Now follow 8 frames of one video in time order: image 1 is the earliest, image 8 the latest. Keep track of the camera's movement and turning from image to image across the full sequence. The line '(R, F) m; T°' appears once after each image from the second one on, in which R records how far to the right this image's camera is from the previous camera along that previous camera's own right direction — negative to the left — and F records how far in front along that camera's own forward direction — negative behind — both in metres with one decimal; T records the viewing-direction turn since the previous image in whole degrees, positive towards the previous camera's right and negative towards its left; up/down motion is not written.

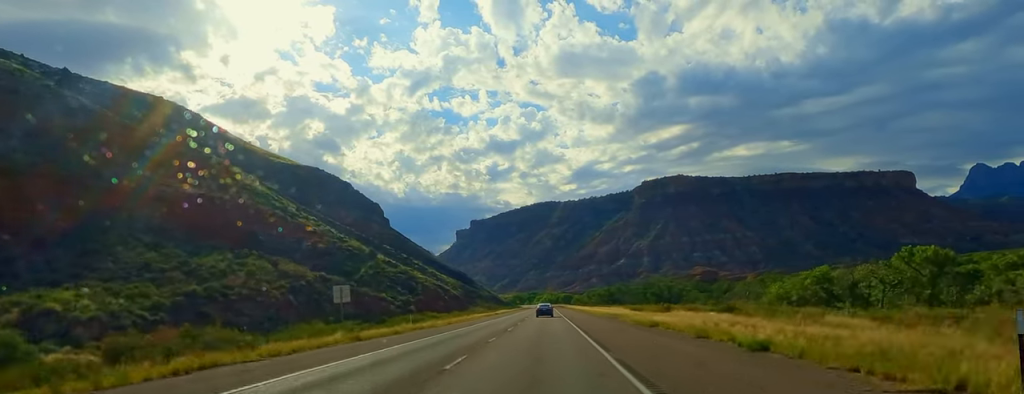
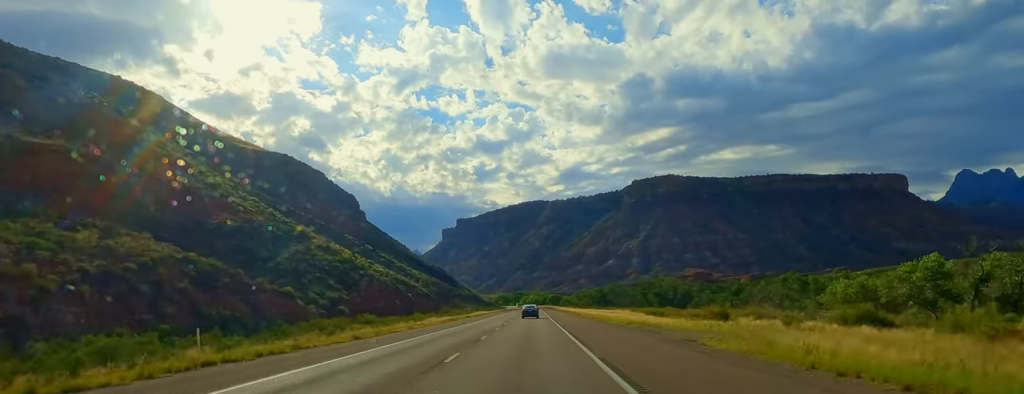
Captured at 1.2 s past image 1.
(-0.7, +34.6) m; 0°
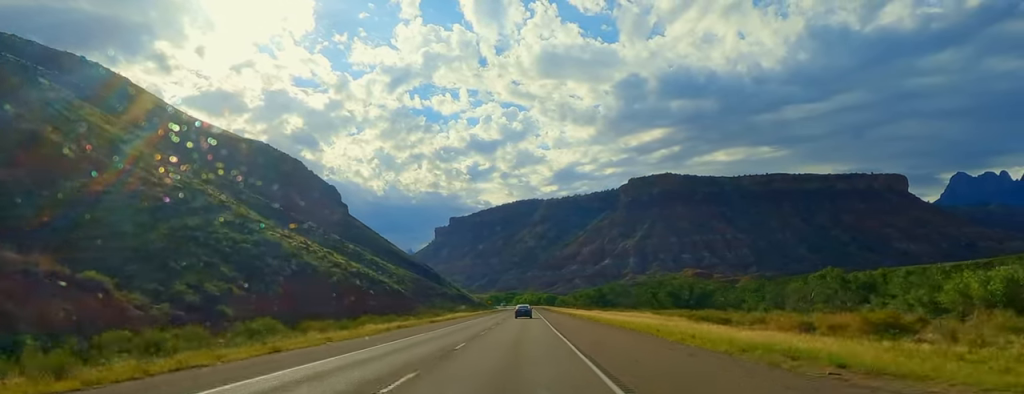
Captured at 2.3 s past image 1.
(+0.1, +30.9) m; 0°
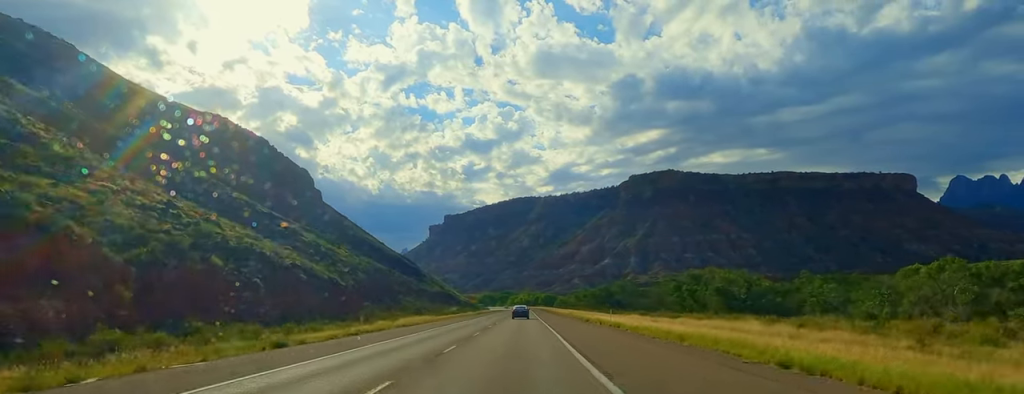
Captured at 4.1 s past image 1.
(+0.3, +50.8) m; 0°
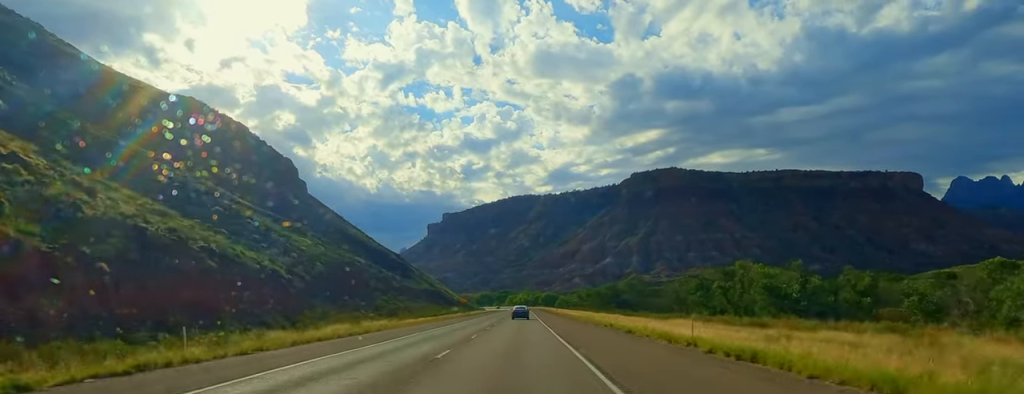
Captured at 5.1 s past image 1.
(-0.1, +26.5) m; 0°
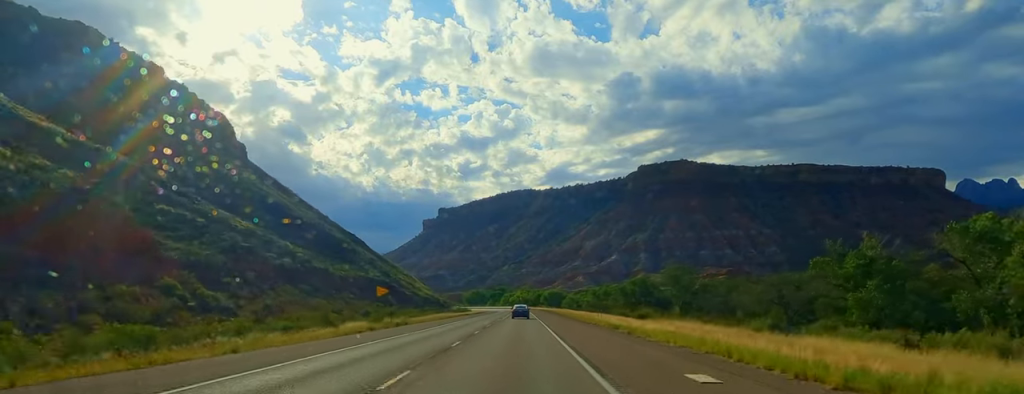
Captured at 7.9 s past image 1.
(-0.1, +81.1) m; 0°
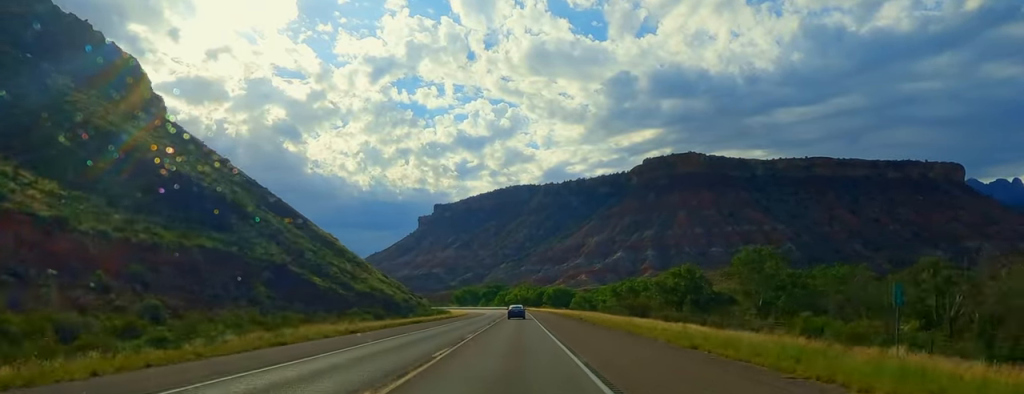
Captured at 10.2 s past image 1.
(-0.1, +65.4) m; 0°
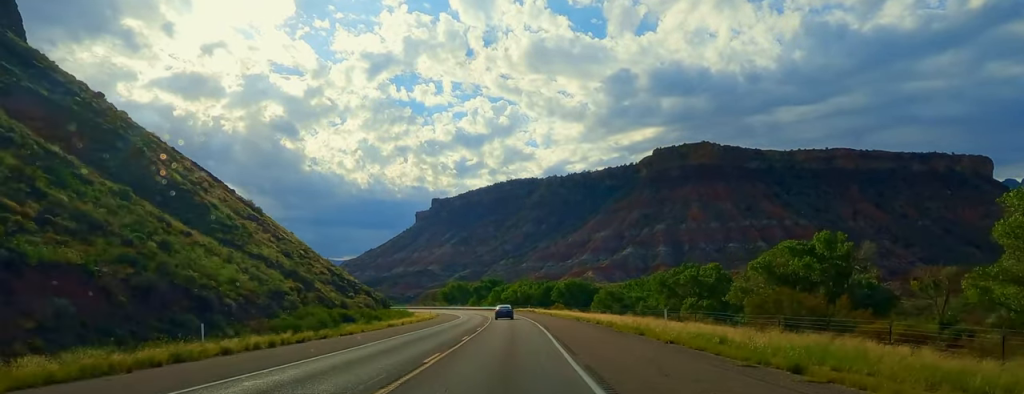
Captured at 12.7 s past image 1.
(-0.3, +73.2) m; -1°
